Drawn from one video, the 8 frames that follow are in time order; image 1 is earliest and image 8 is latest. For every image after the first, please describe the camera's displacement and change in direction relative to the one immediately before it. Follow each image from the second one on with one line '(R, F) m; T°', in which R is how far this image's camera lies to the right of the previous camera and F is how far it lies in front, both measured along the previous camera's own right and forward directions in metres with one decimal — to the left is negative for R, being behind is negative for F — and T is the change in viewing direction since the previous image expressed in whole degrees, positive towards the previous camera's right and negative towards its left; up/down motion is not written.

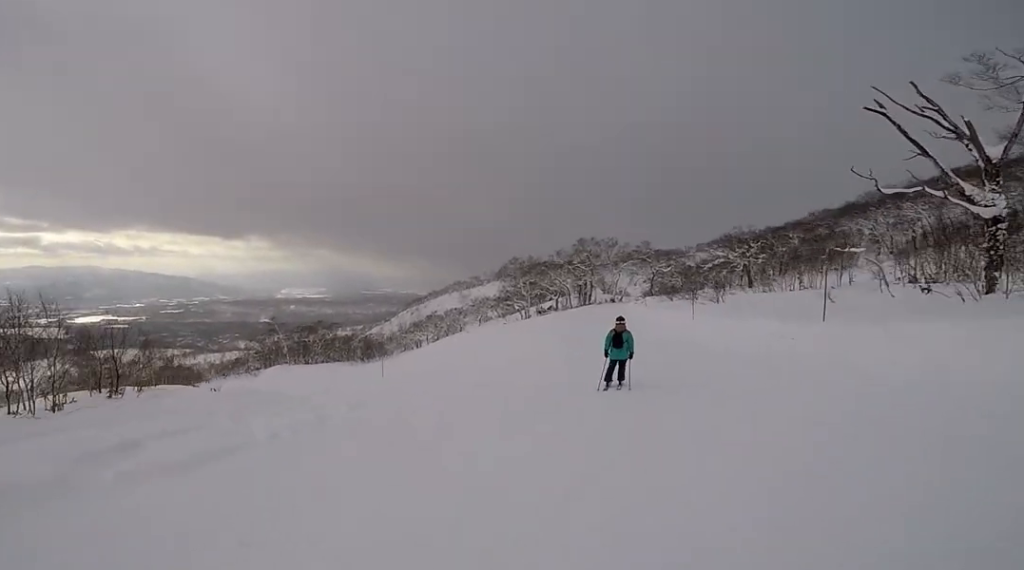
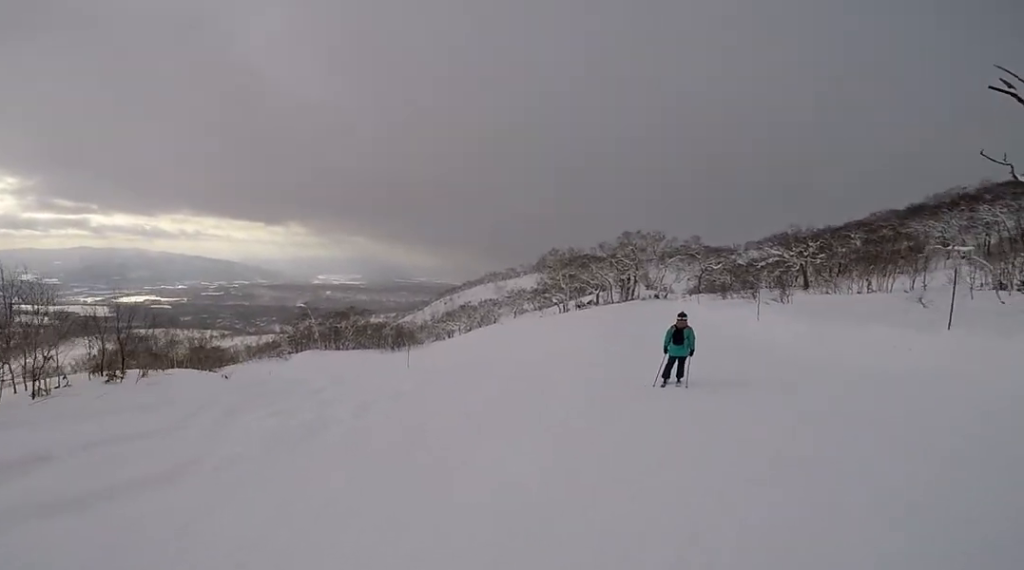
(0.0, +2.0) m; 0°
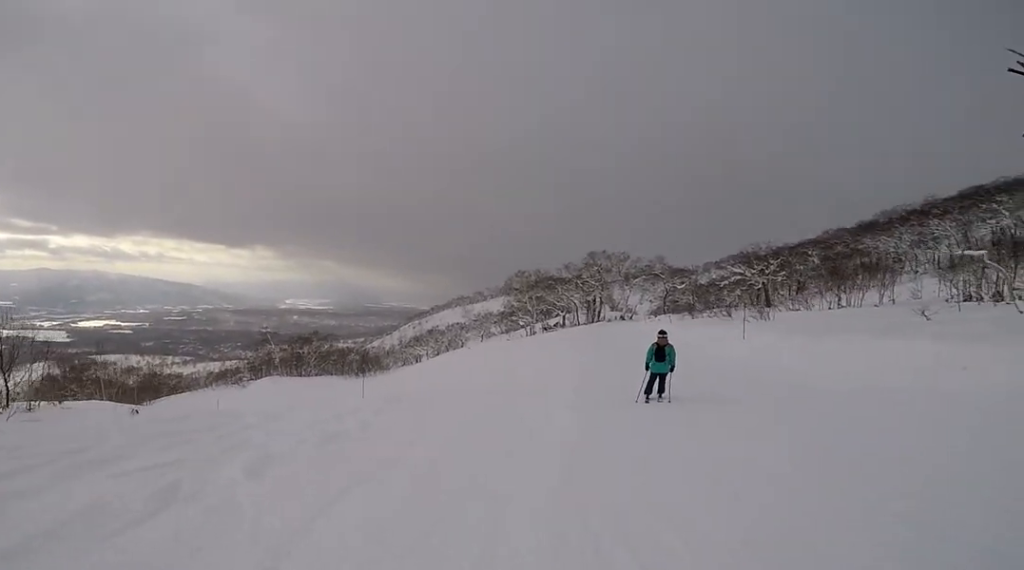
(0.0, +2.8) m; 0°
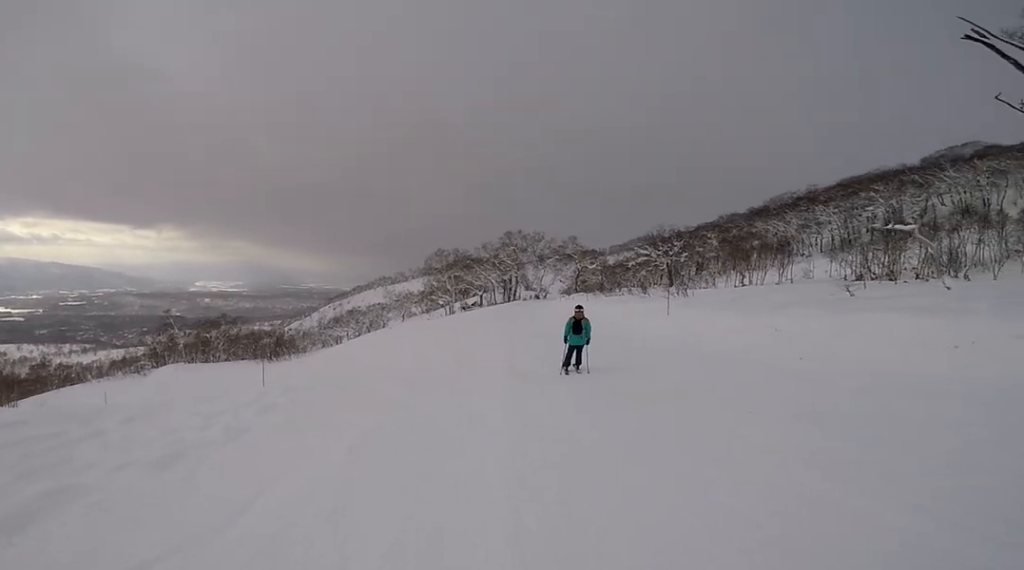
(0.0, +2.4) m; 0°
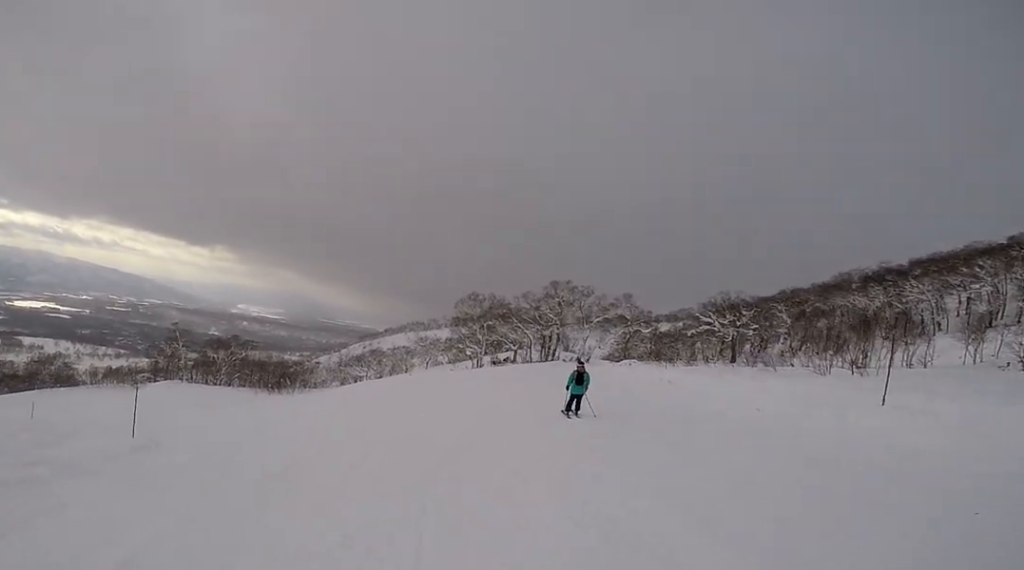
(0.0, +10.9) m; 0°
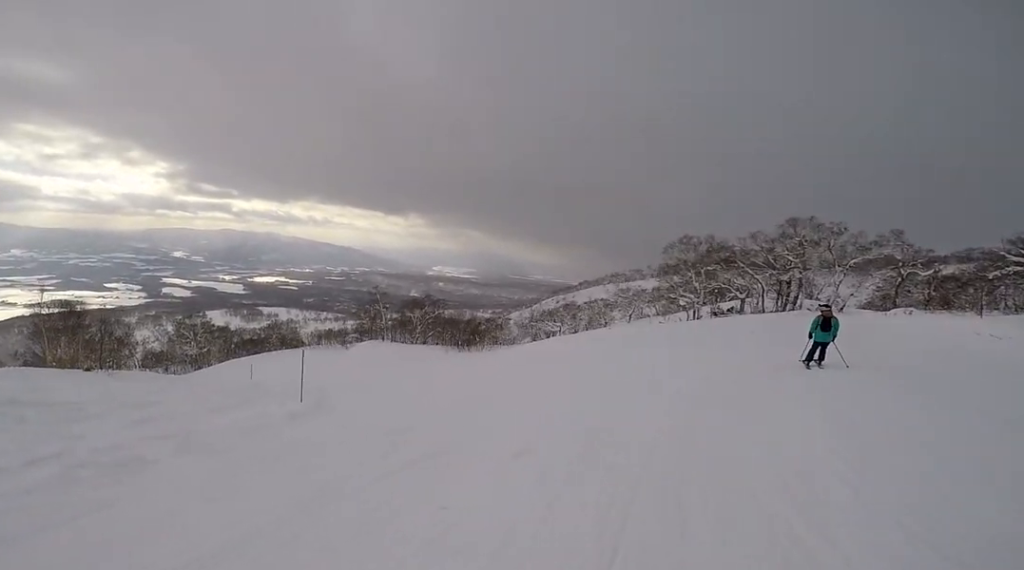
(0.0, +2.7) m; 0°
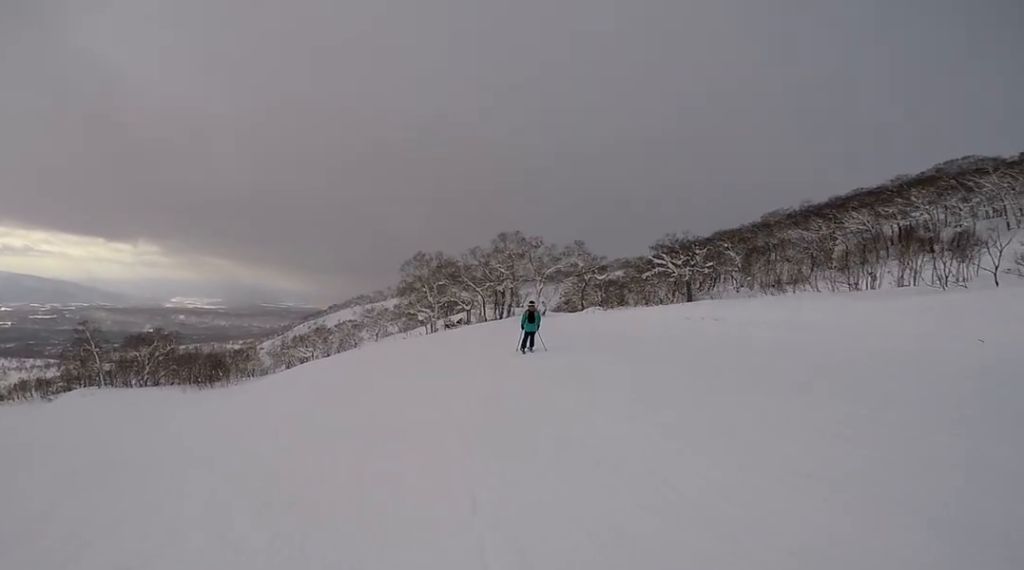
(0.0, +4.4) m; 0°
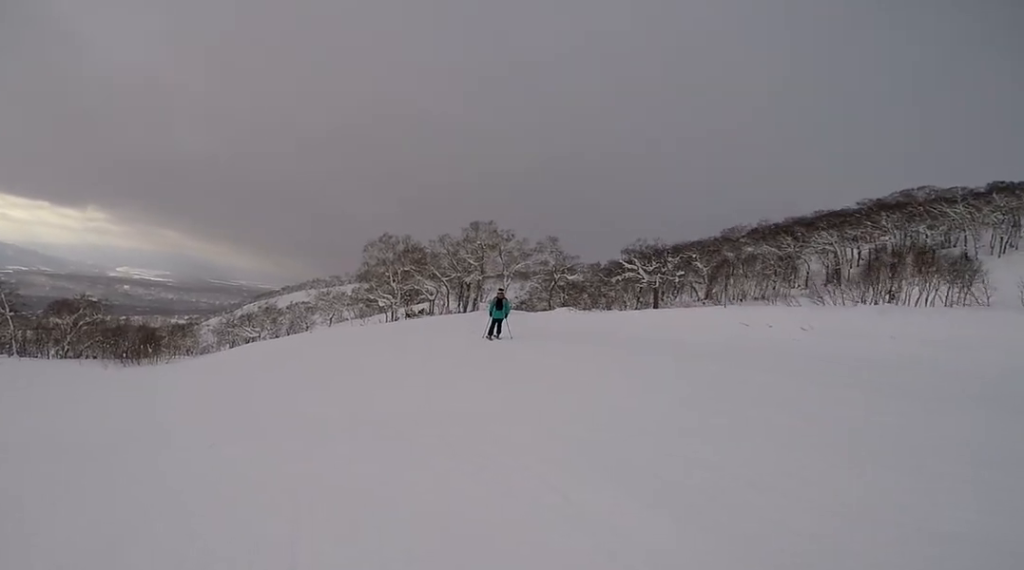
(0.0, +5.0) m; 0°
